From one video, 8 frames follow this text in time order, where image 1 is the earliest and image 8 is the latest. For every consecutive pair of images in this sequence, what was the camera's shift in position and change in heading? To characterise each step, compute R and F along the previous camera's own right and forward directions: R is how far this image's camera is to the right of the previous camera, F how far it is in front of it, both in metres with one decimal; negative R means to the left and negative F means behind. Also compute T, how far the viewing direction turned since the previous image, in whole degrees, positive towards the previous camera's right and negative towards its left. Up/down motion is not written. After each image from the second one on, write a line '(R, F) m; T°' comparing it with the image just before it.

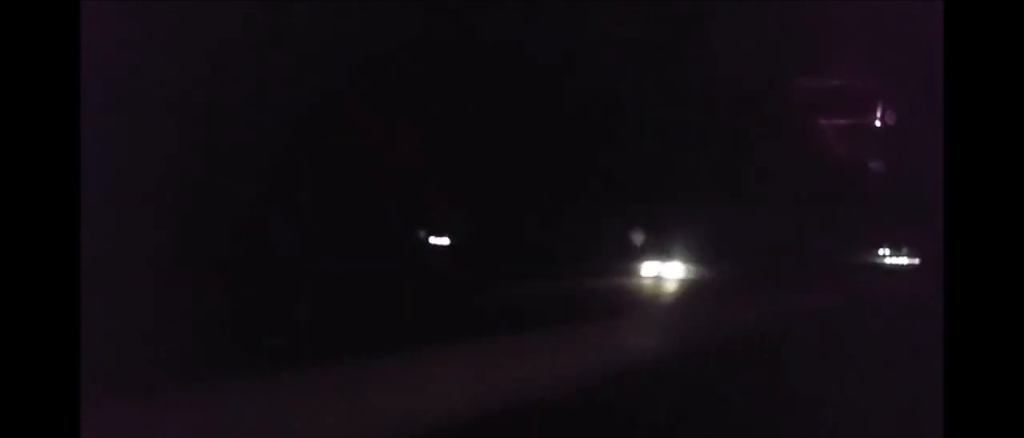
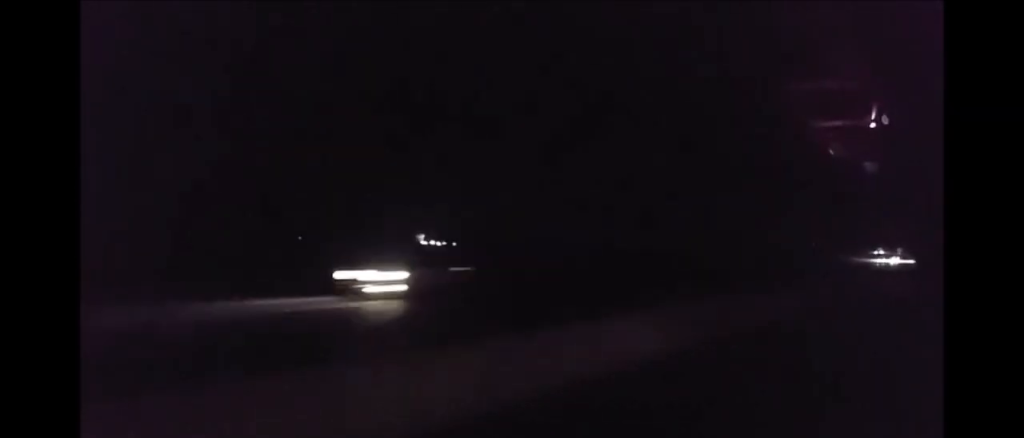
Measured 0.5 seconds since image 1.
(+0.1, +15.3) m; 0°
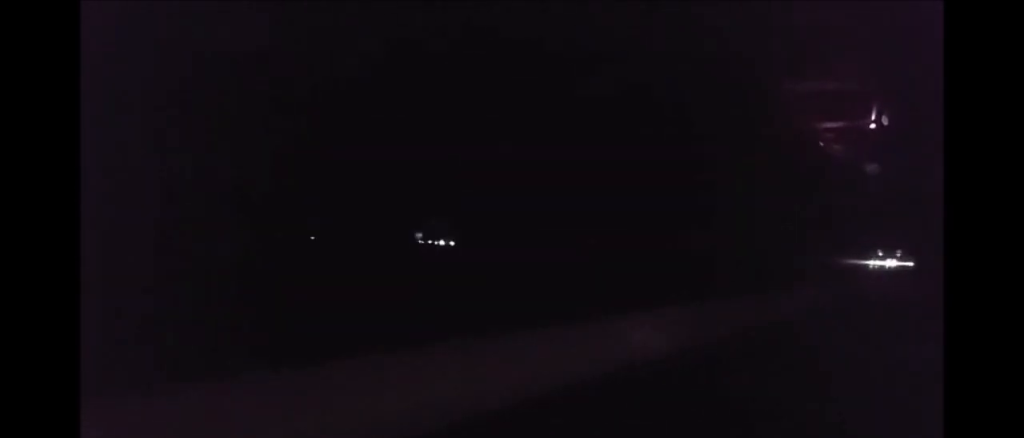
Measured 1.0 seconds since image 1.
(-0.2, +16.4) m; 0°
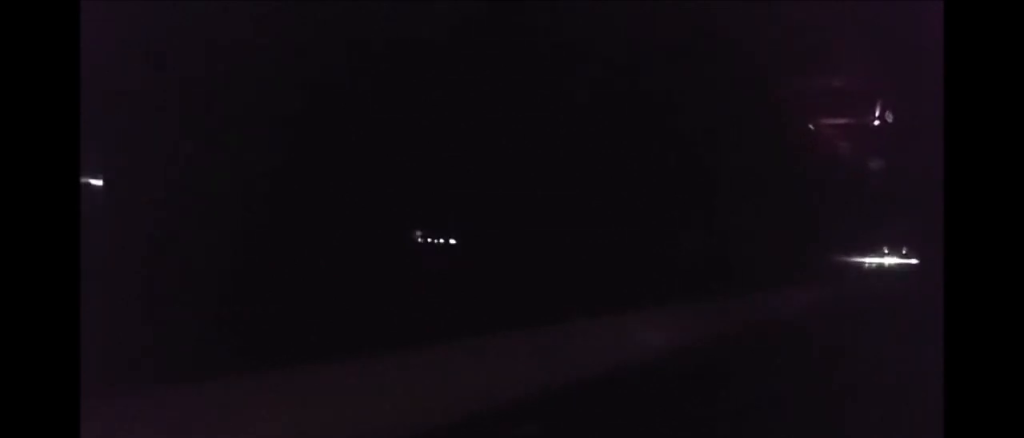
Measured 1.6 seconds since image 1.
(0.0, +18.5) m; 0°
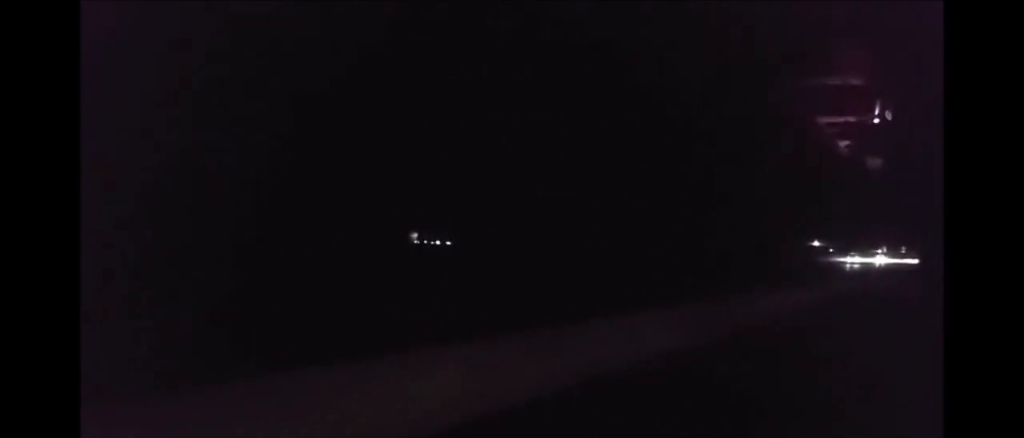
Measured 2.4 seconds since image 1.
(+0.3, +23.7) m; 0°
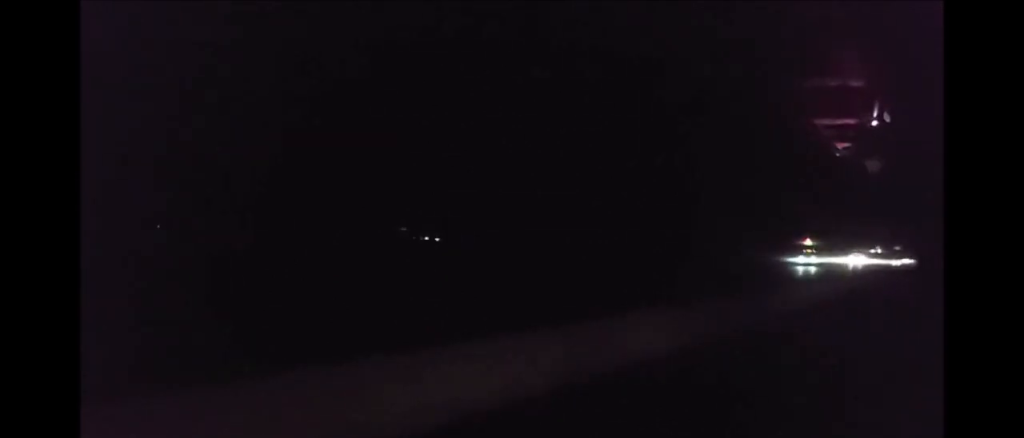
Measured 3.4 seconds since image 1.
(-0.6, +32.2) m; 0°
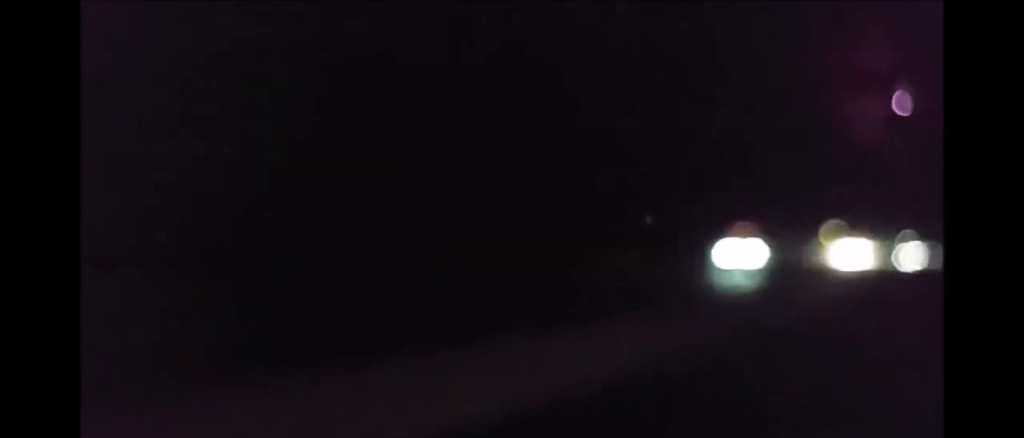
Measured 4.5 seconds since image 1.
(+0.7, +32.1) m; +1°
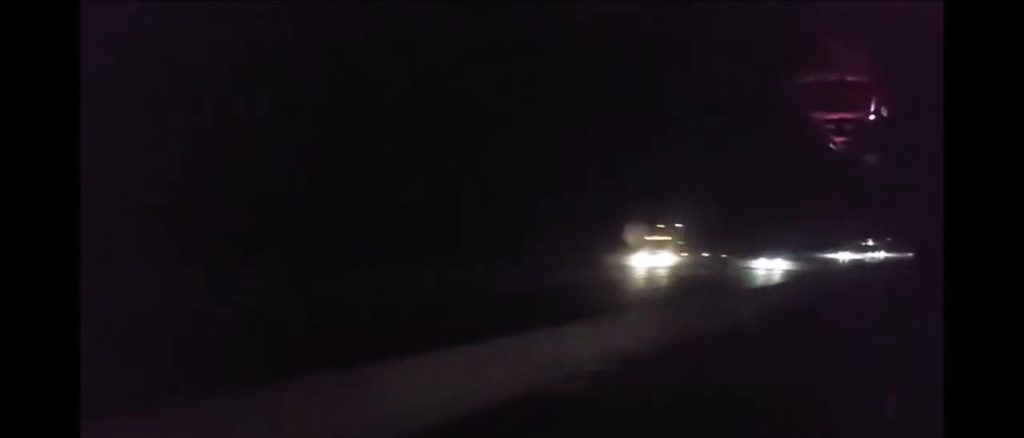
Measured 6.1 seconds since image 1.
(-0.6, +50.8) m; -1°
